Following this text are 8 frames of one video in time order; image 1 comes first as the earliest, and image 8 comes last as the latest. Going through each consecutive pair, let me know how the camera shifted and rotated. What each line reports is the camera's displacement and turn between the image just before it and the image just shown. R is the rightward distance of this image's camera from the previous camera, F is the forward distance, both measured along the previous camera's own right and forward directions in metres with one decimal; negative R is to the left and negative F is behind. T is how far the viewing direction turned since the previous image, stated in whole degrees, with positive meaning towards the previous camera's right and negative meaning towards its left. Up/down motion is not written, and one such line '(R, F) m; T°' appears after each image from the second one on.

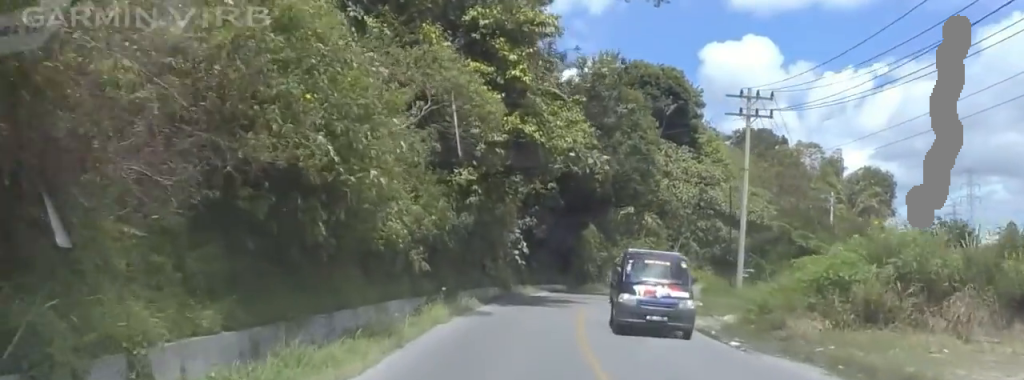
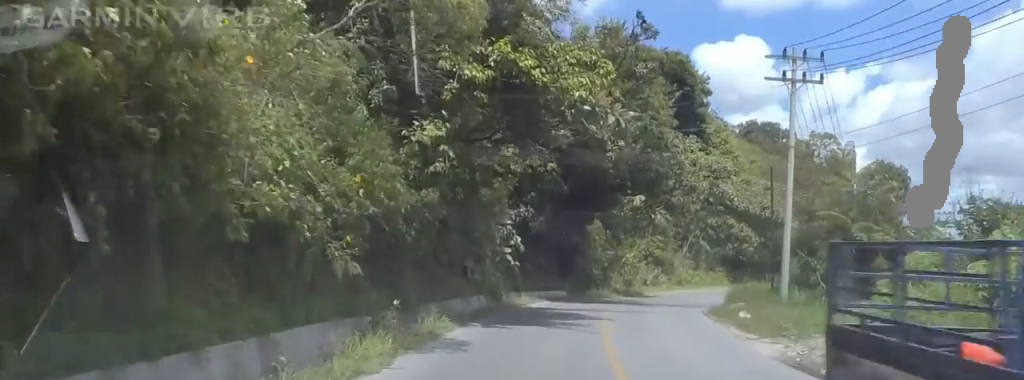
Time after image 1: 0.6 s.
(+0.3, +8.9) m; +5°
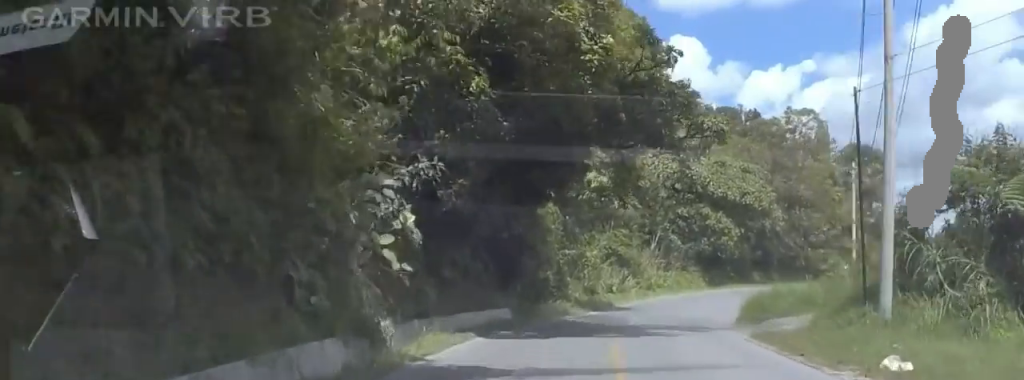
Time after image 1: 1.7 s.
(+1.0, +15.9) m; +1°
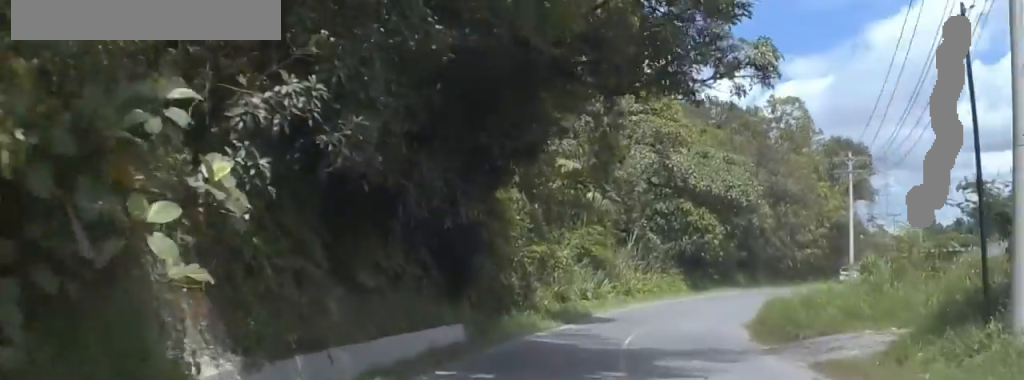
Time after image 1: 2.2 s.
(-0.6, +7.5) m; 0°
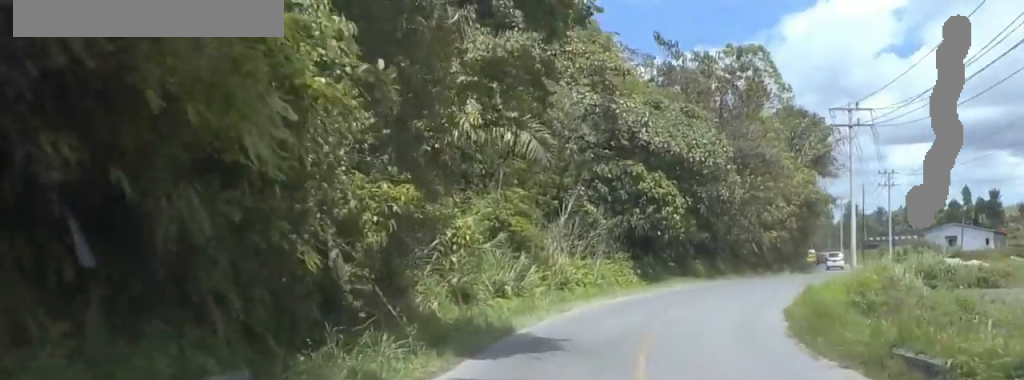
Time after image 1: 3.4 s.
(+0.8, +17.1) m; +4°
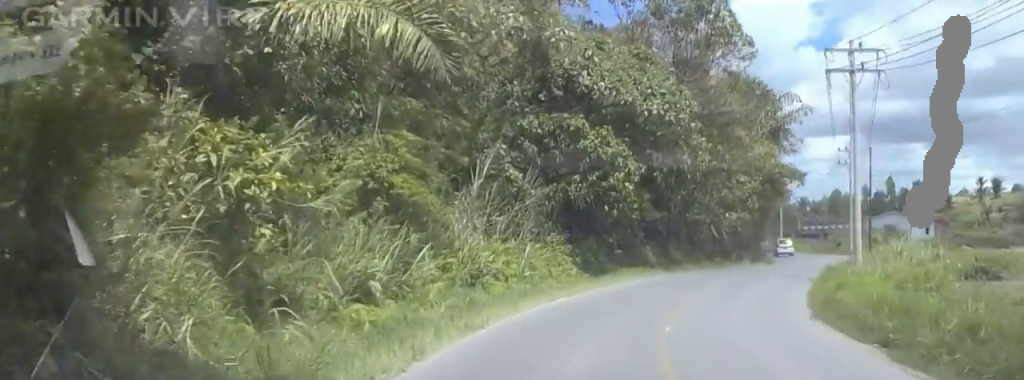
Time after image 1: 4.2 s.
(+0.1, +12.6) m; +6°
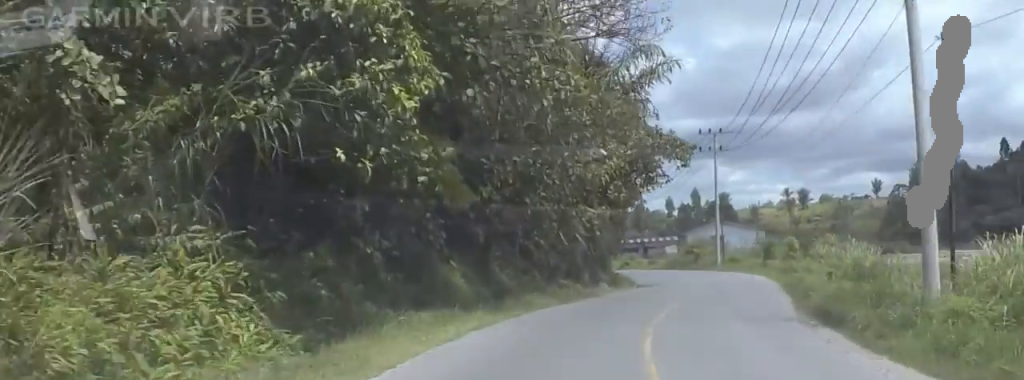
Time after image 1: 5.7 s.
(+2.4, +22.5) m; +9°
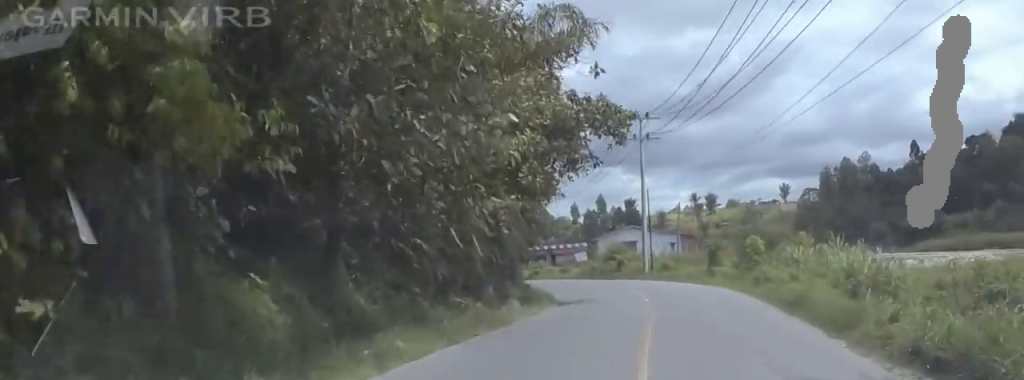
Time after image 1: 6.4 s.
(-0.8, +10.2) m; +6°
